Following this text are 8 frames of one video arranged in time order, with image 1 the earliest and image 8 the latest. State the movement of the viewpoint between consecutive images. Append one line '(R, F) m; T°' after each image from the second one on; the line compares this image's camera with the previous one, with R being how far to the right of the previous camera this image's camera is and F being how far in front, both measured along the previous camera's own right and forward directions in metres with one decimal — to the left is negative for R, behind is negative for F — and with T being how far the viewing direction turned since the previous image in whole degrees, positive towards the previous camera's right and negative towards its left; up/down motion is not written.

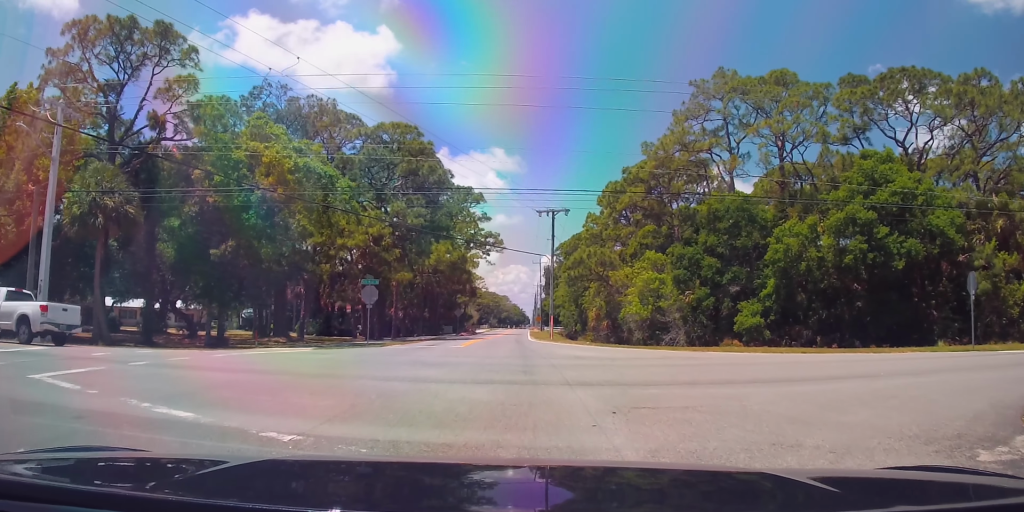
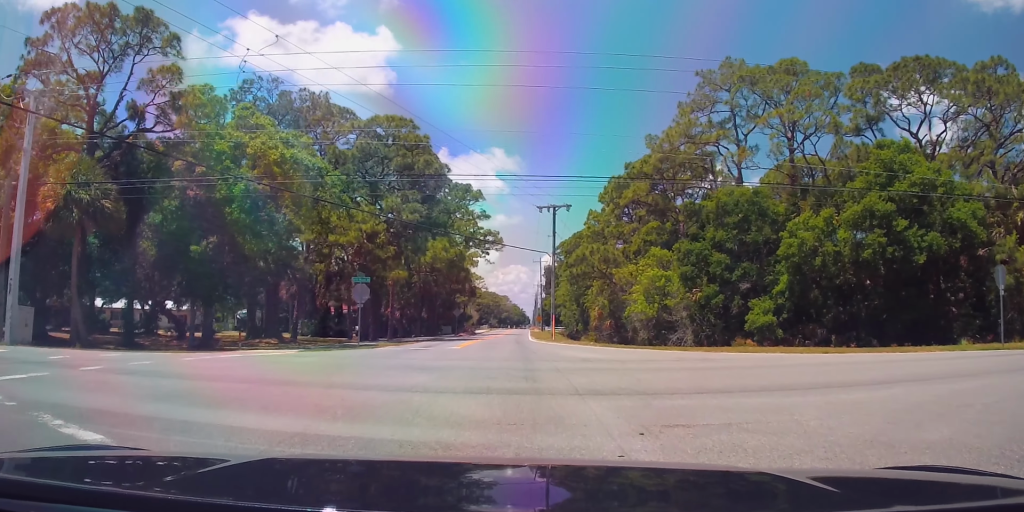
(0.0, +2.0) m; -4°
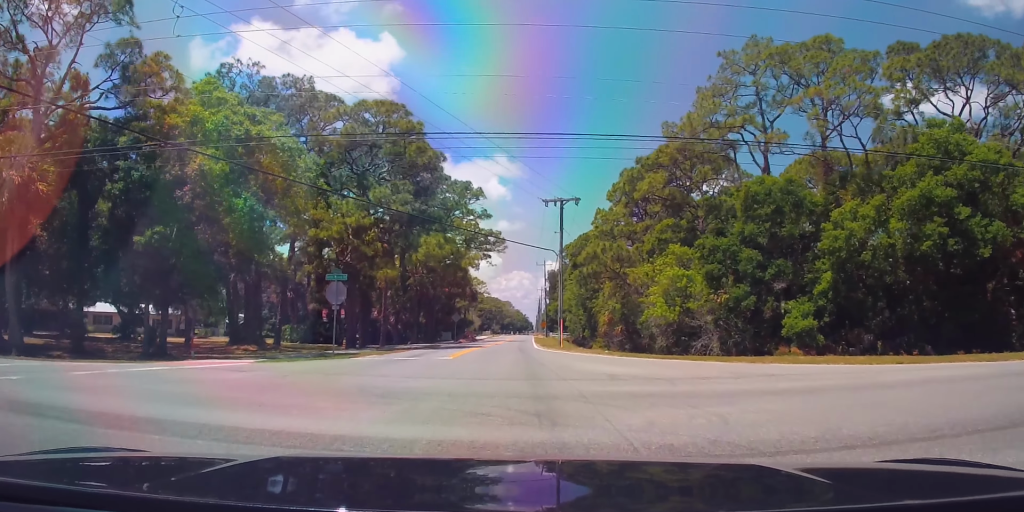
(-0.3, +4.4) m; -1°
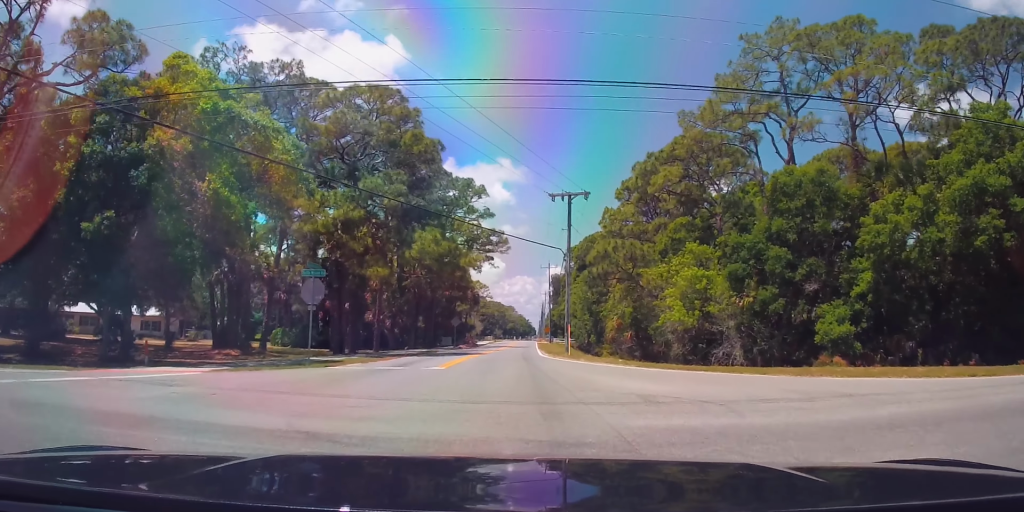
(0.0, +3.1) m; +2°
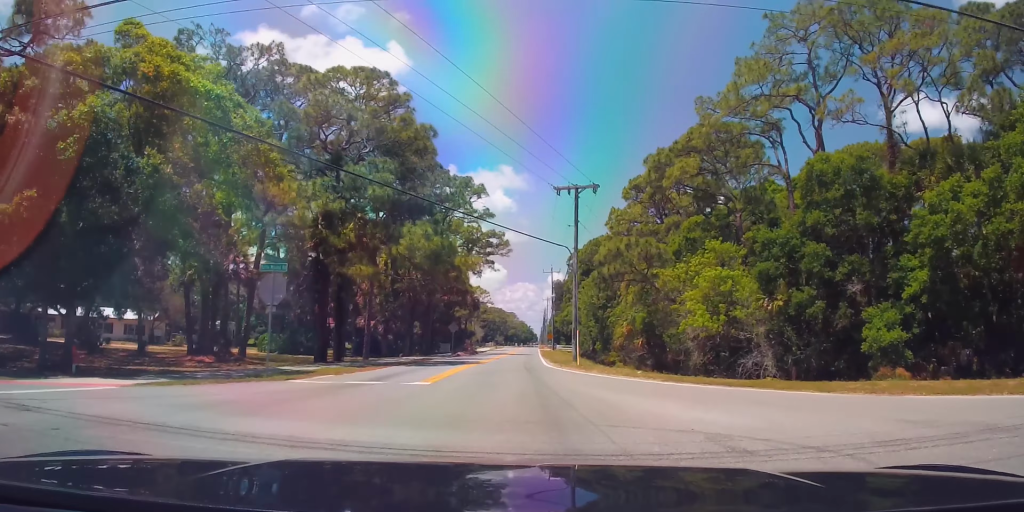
(+0.3, +3.7) m; +3°
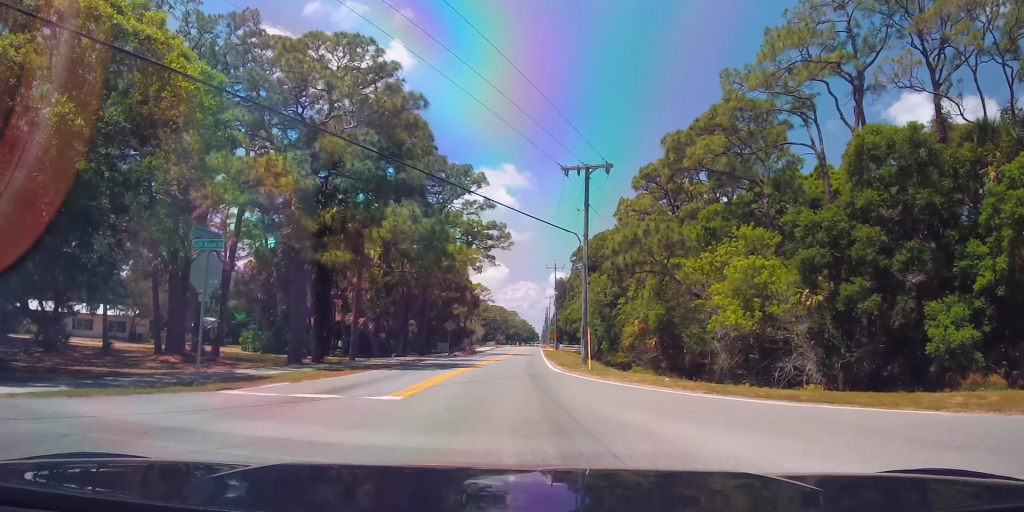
(+0.1, +4.1) m; +1°
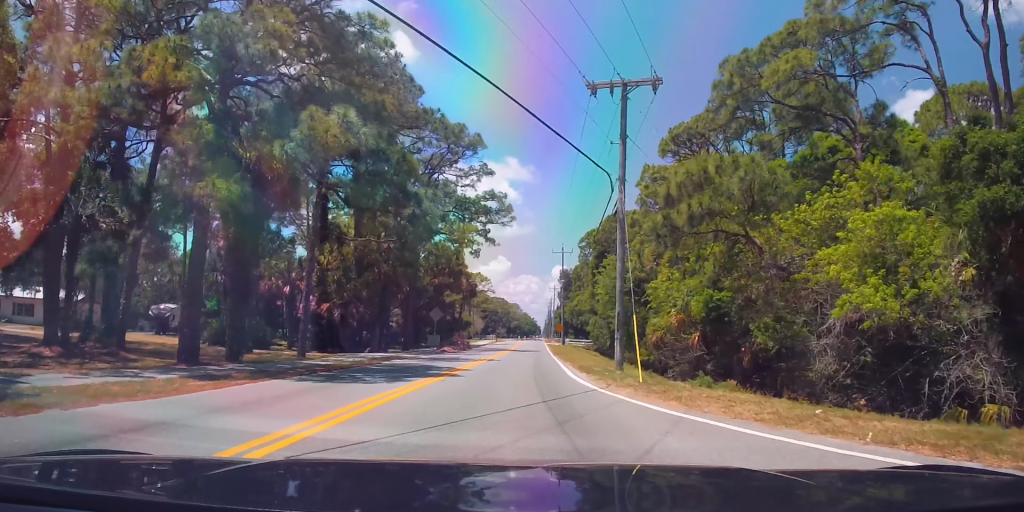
(0.0, +9.9) m; -2°
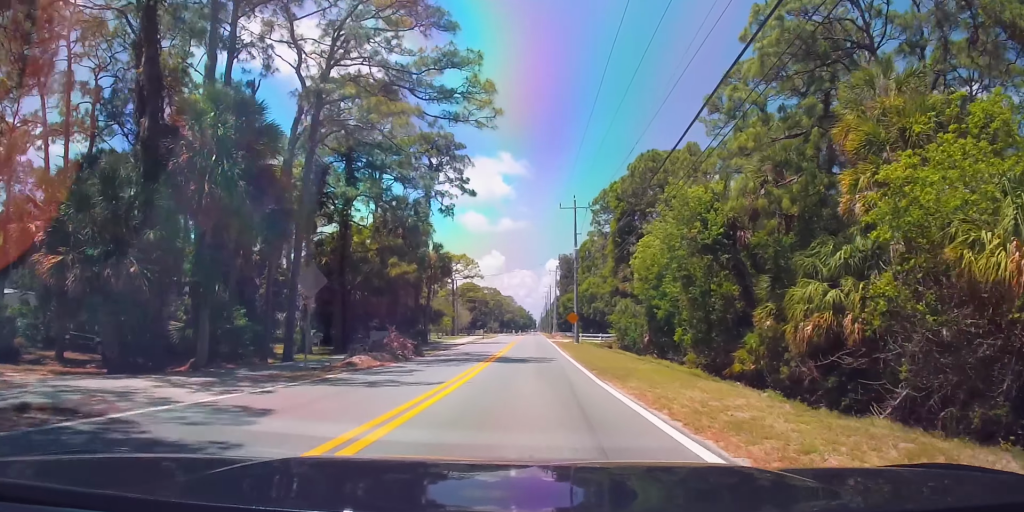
(-0.3, +25.3) m; +1°
